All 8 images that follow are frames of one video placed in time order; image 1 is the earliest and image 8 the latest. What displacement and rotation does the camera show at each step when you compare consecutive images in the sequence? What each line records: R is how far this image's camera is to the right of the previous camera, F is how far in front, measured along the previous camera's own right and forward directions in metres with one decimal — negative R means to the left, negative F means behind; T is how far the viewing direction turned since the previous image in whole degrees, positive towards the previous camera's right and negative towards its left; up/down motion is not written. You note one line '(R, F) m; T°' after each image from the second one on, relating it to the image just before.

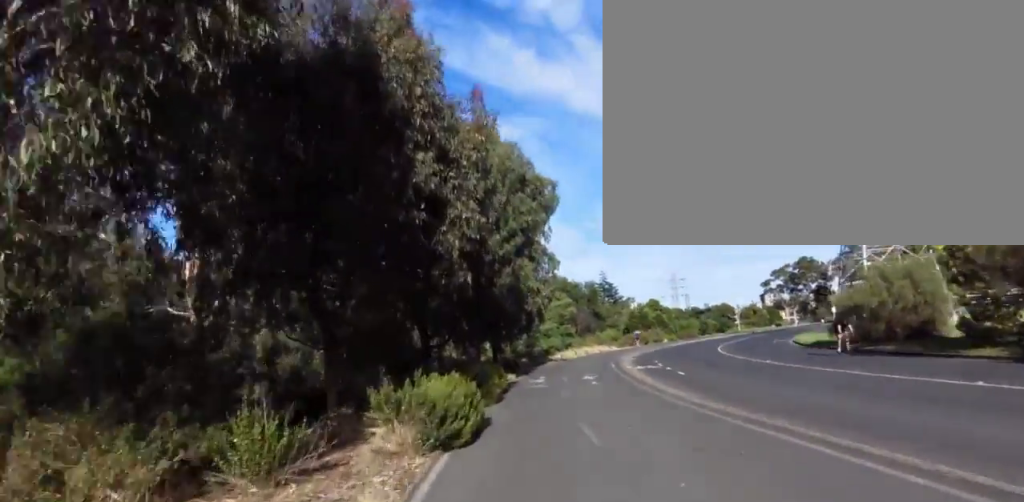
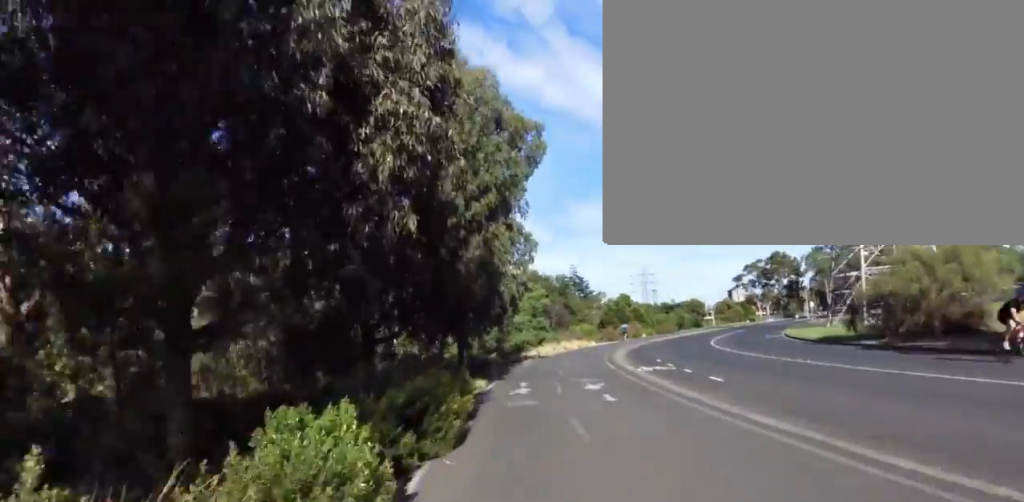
(0.0, +5.5) m; 0°
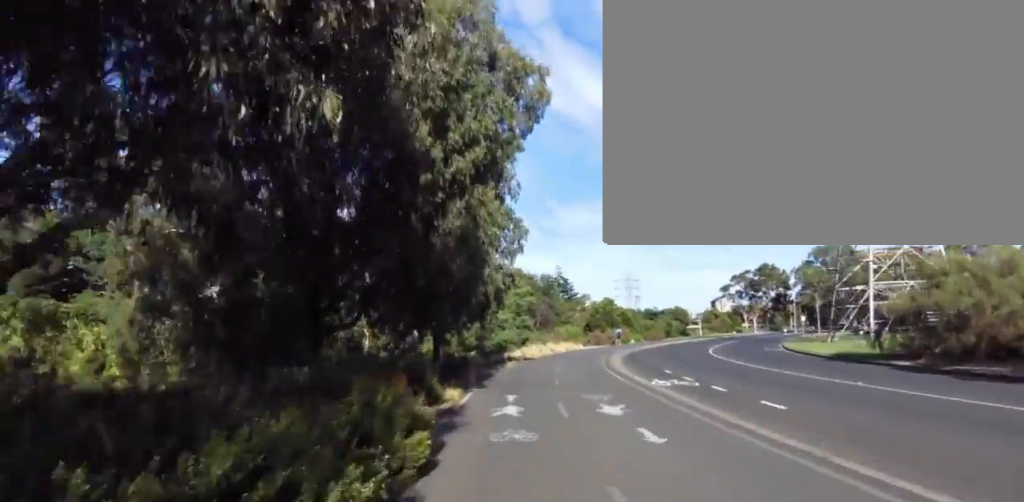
(0.0, +3.4) m; 0°
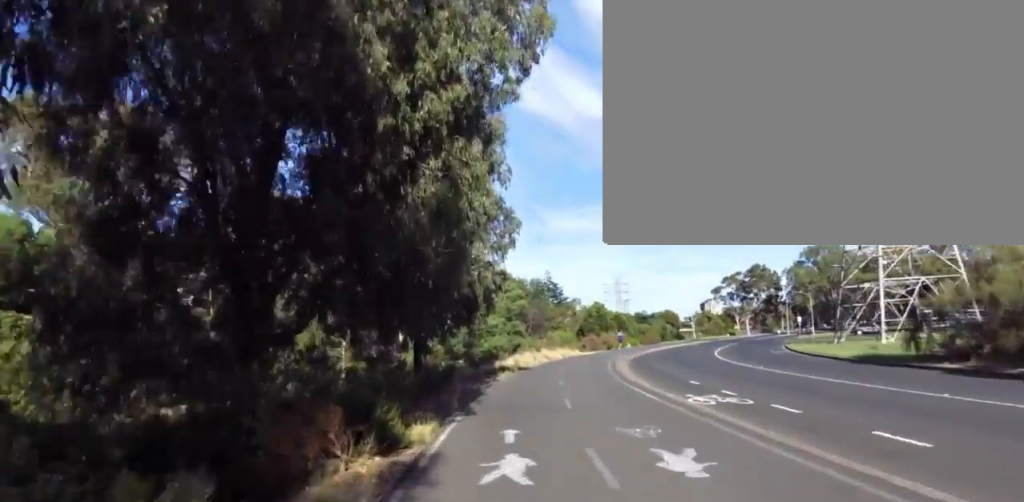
(0.0, +3.1) m; 0°
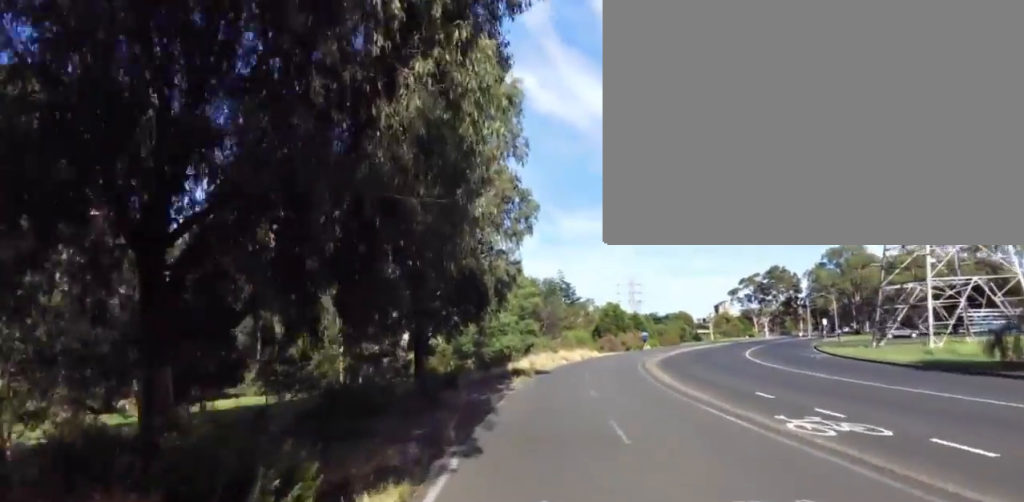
(0.0, +3.1) m; 0°
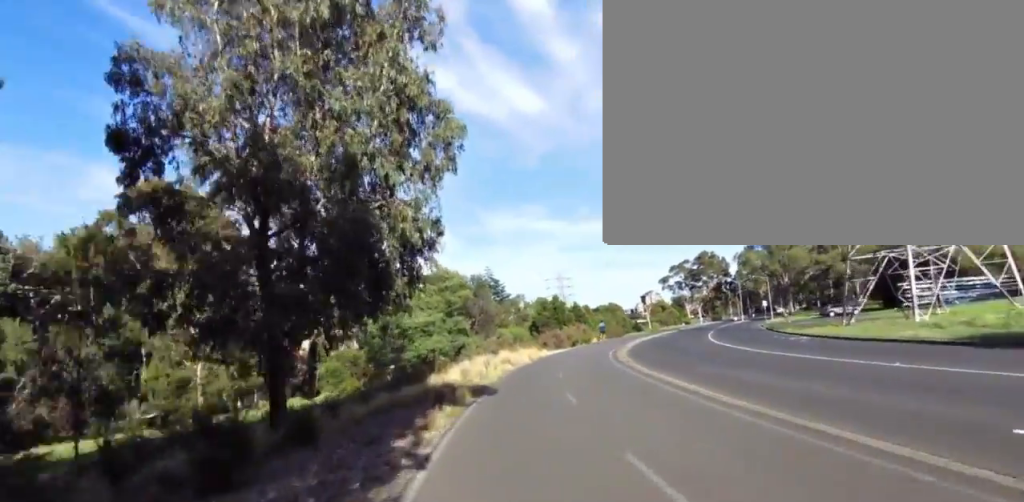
(0.0, +7.6) m; +3°
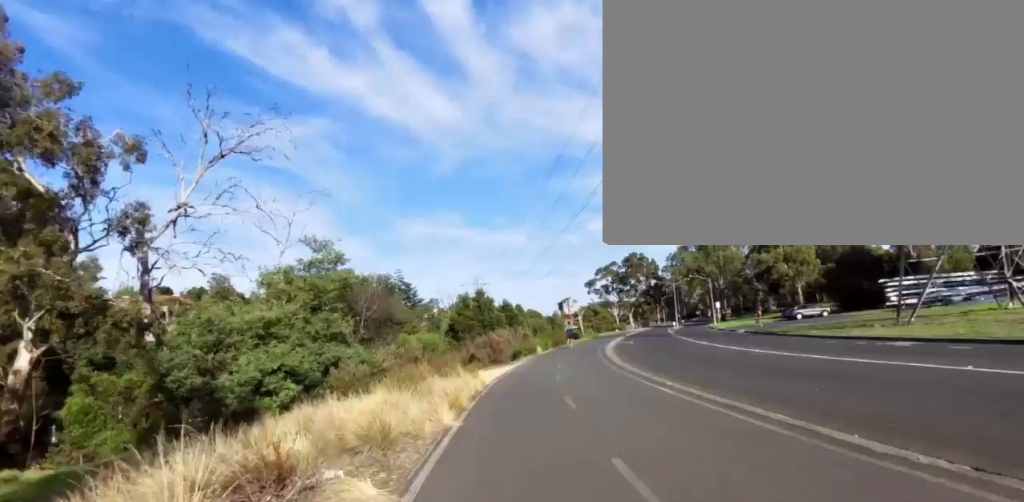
(+3.4, +16.7) m; +20°
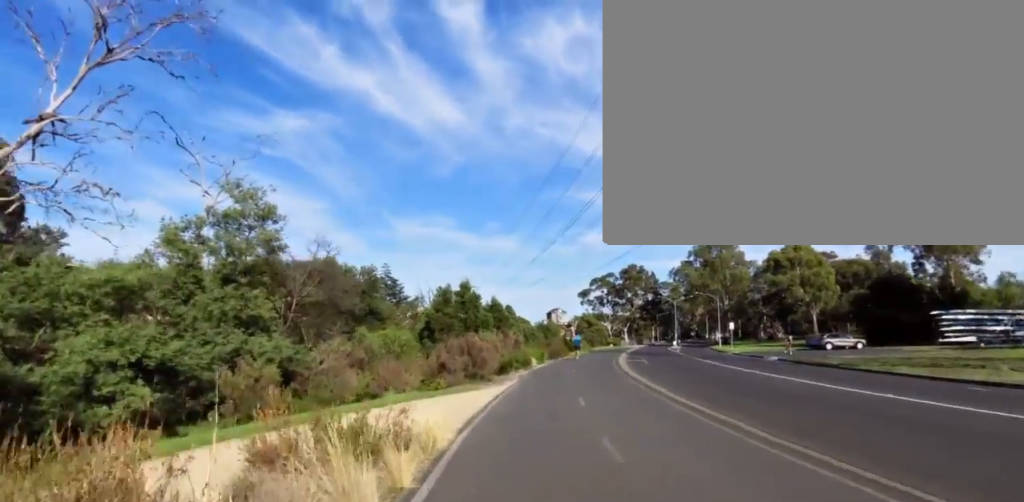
(+0.1, +8.8) m; 0°
